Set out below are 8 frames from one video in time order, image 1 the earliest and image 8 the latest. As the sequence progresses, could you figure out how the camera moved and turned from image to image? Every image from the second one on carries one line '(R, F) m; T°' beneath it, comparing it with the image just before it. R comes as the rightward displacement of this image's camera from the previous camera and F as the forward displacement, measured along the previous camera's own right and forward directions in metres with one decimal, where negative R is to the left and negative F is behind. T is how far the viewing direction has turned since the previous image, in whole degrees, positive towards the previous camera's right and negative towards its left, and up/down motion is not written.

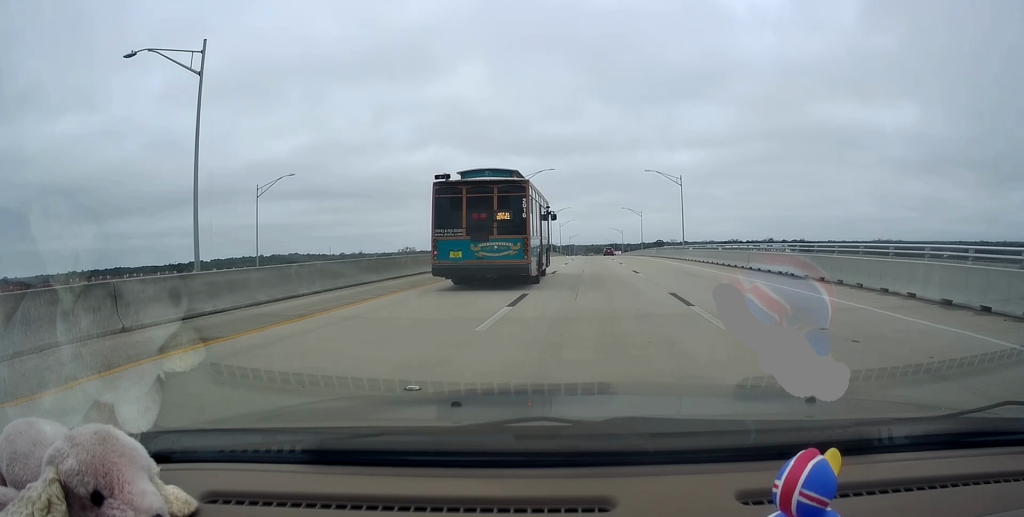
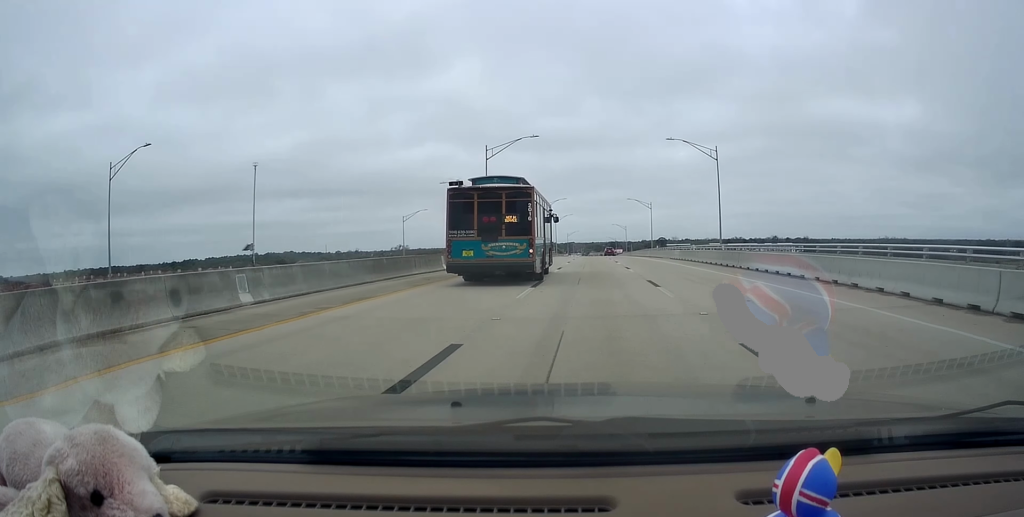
(0.0, +19.5) m; 0°
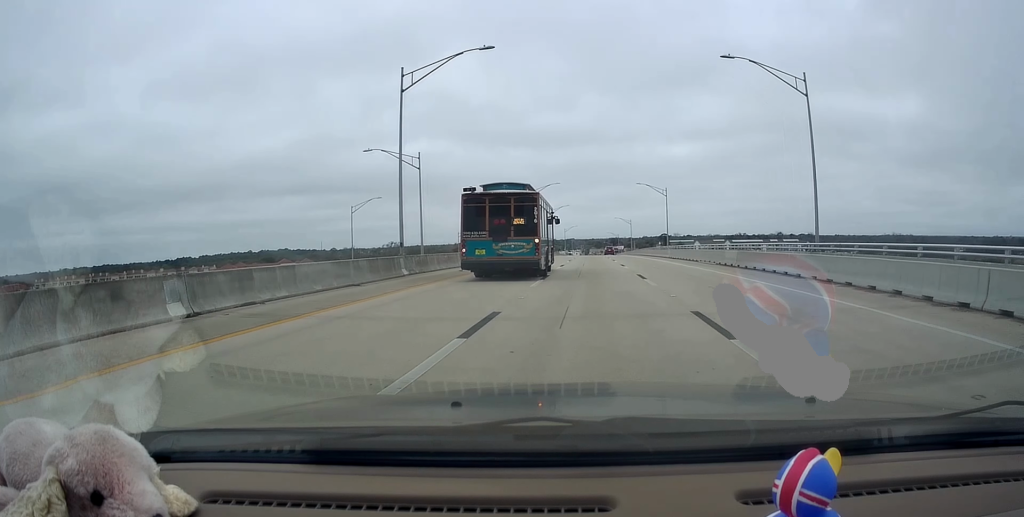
(0.0, +21.0) m; -1°
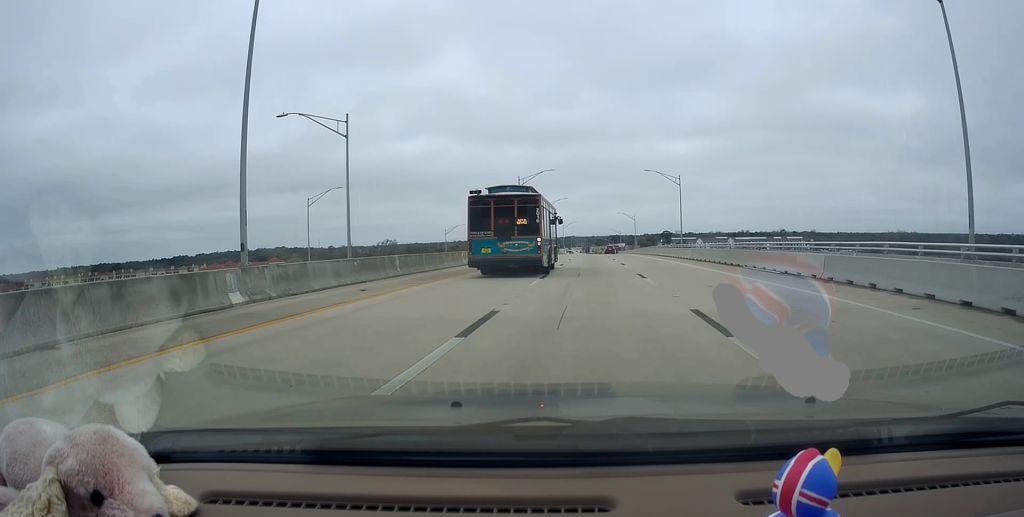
(-0.2, +12.2) m; -1°
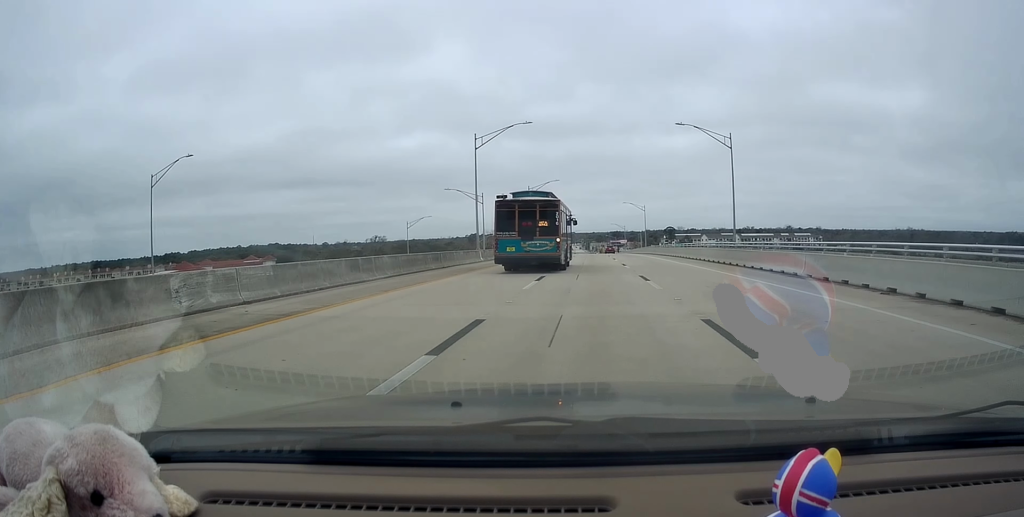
(0.0, +25.6) m; +1°
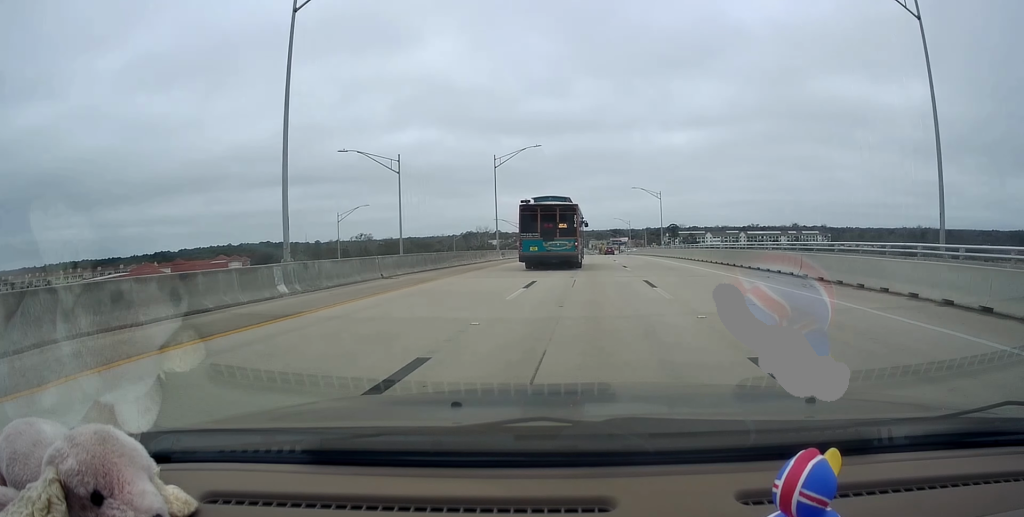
(+0.5, +27.2) m; 0°
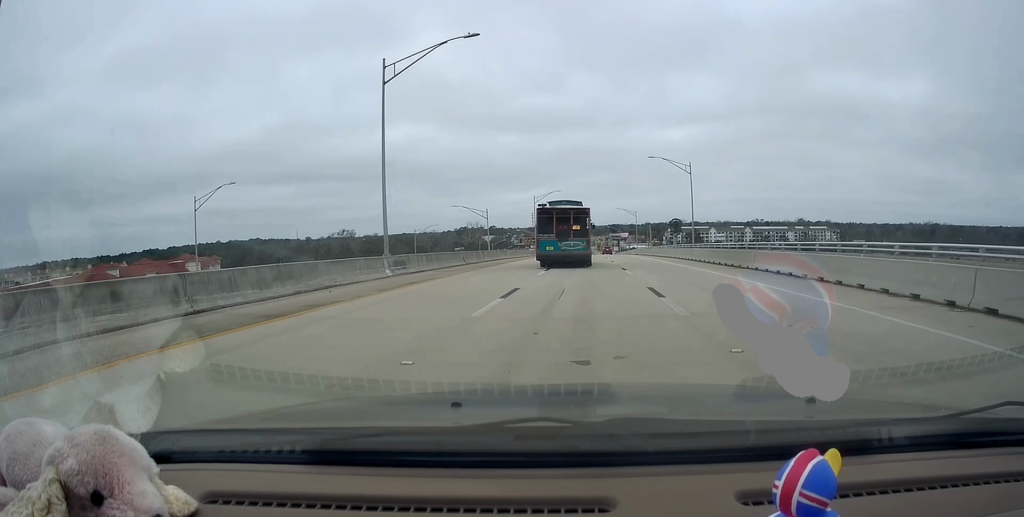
(-0.3, +27.9) m; 0°
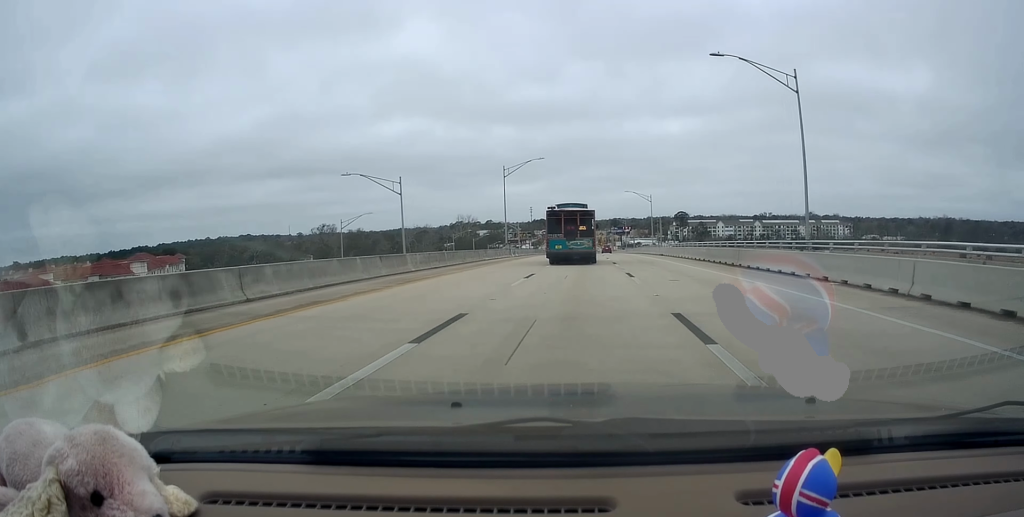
(0.0, +31.3) m; 0°
